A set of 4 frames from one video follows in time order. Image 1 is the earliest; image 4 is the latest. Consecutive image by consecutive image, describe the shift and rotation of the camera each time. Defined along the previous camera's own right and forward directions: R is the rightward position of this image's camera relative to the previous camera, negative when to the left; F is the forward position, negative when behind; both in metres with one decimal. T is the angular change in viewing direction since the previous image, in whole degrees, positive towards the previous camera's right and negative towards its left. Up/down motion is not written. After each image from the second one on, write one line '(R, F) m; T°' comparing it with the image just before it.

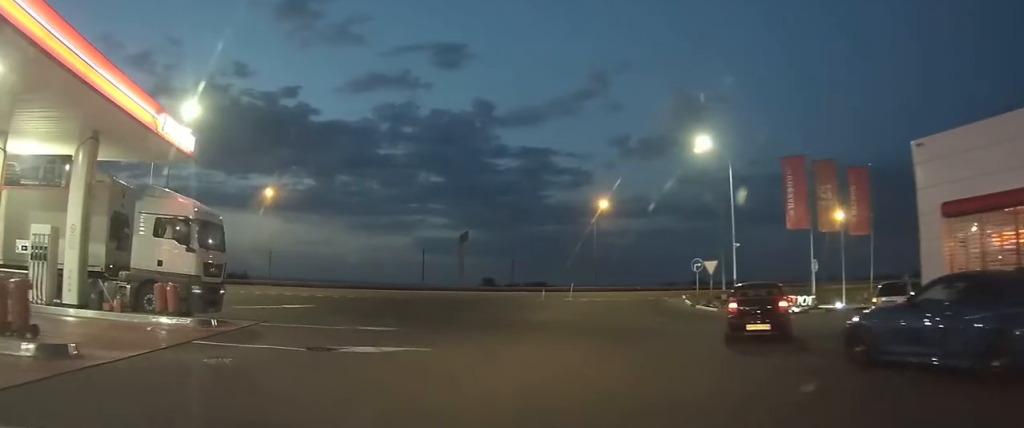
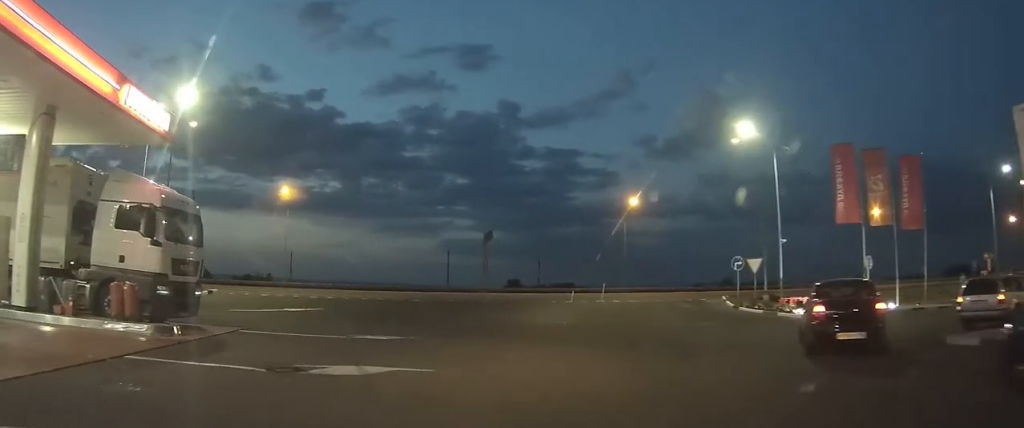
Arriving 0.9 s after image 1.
(-0.1, +2.7) m; -4°
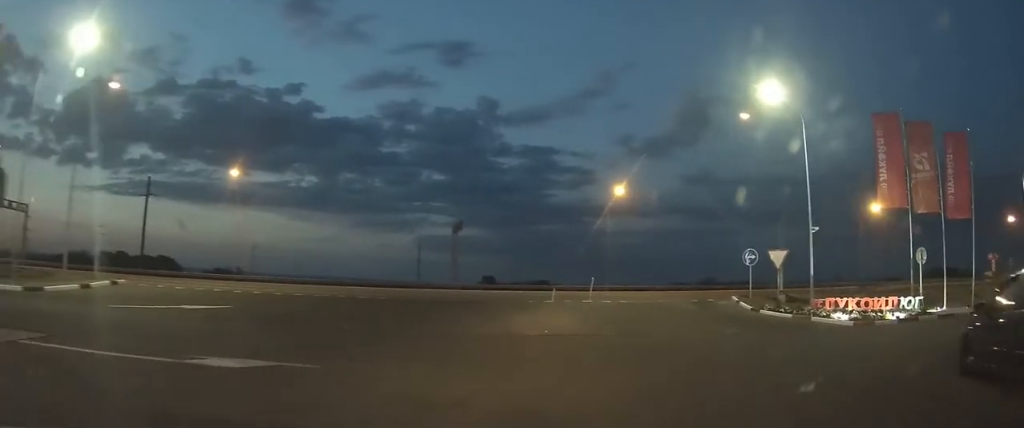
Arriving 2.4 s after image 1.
(-0.1, +5.5) m; +1°
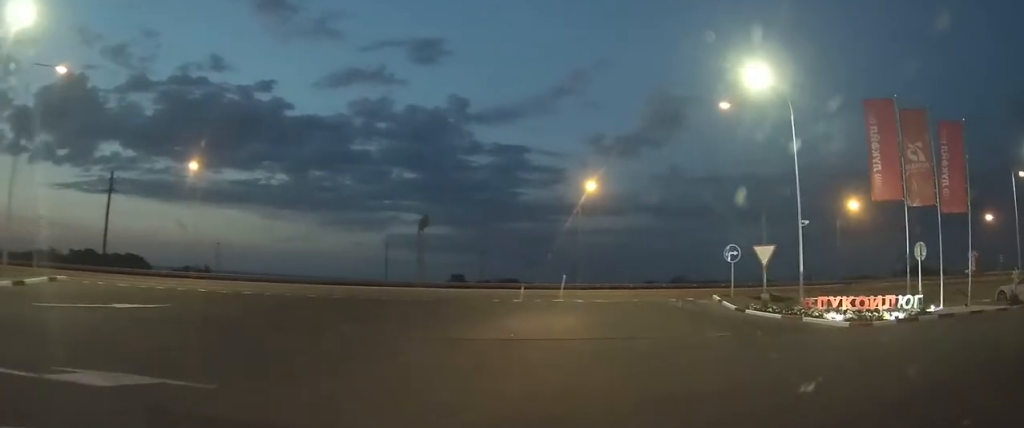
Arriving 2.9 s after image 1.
(+0.1, +1.6) m; +2°
